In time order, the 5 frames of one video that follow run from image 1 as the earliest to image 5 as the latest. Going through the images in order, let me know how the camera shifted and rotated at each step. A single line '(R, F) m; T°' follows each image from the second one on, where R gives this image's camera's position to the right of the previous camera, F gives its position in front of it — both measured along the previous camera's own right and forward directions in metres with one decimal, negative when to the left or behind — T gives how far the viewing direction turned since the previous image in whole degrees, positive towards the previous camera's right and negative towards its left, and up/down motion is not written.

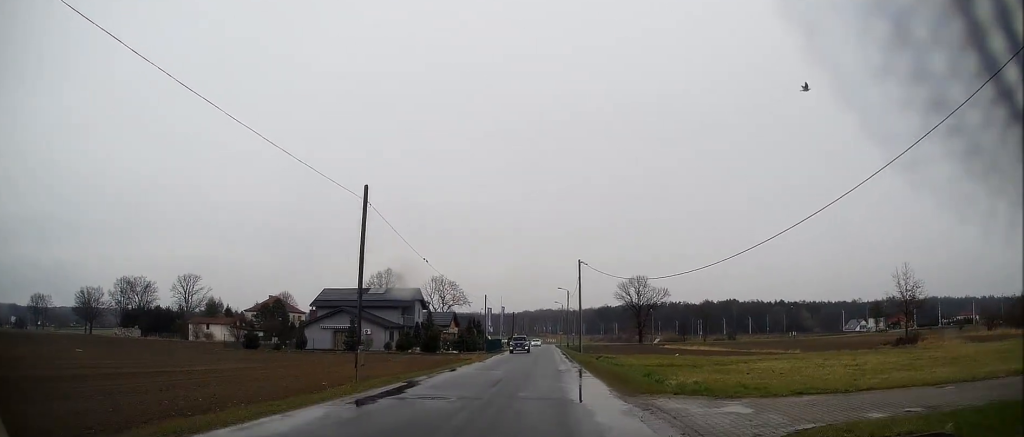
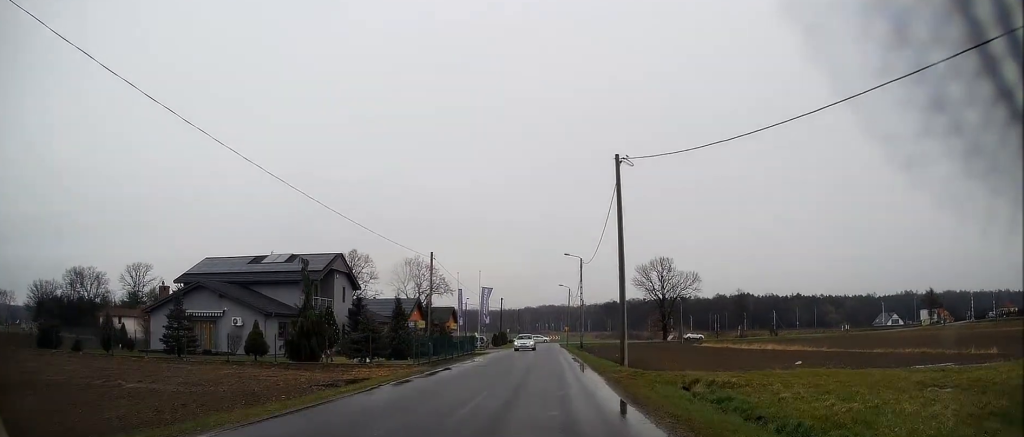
(-0.2, +32.0) m; +1°
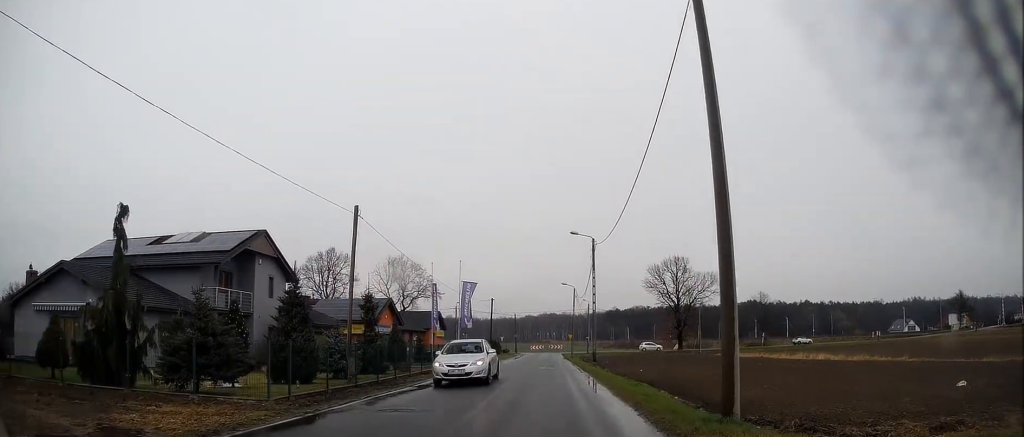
(+0.3, +14.7) m; -1°
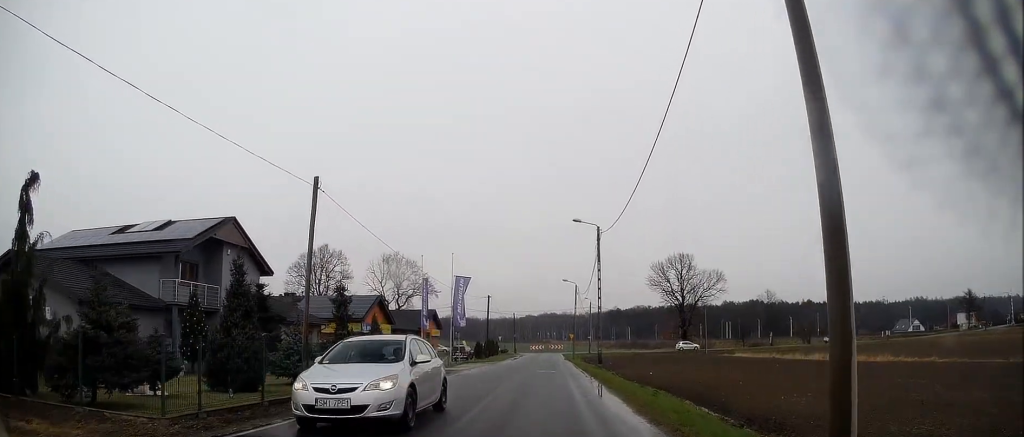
(-0.2, +4.0) m; -1°
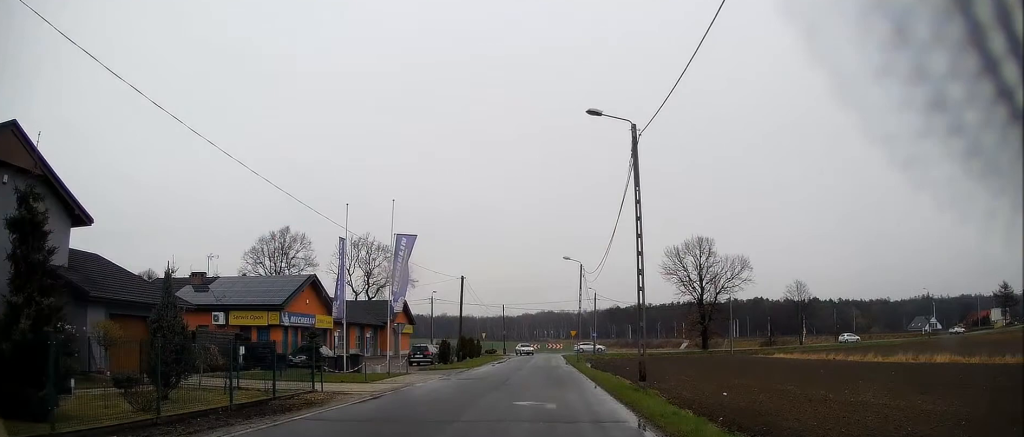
(+0.3, +16.1) m; +2°
